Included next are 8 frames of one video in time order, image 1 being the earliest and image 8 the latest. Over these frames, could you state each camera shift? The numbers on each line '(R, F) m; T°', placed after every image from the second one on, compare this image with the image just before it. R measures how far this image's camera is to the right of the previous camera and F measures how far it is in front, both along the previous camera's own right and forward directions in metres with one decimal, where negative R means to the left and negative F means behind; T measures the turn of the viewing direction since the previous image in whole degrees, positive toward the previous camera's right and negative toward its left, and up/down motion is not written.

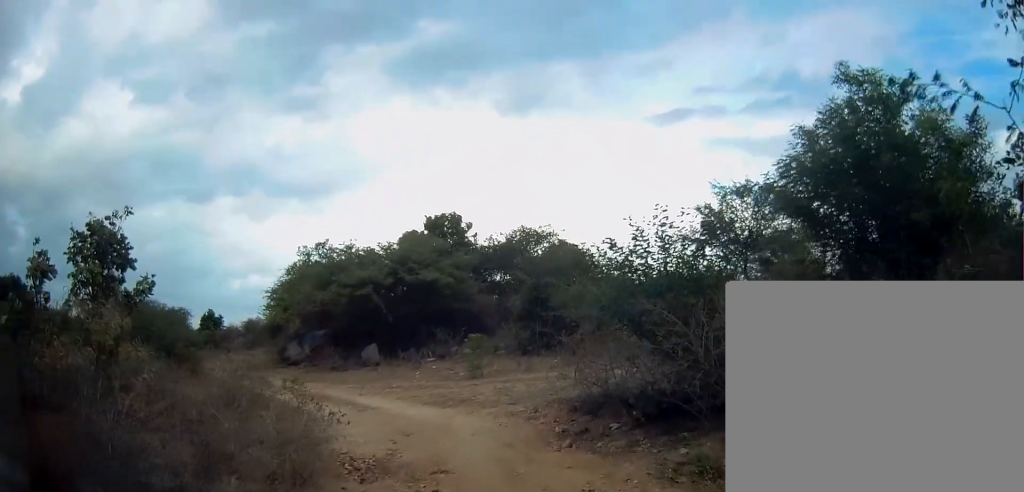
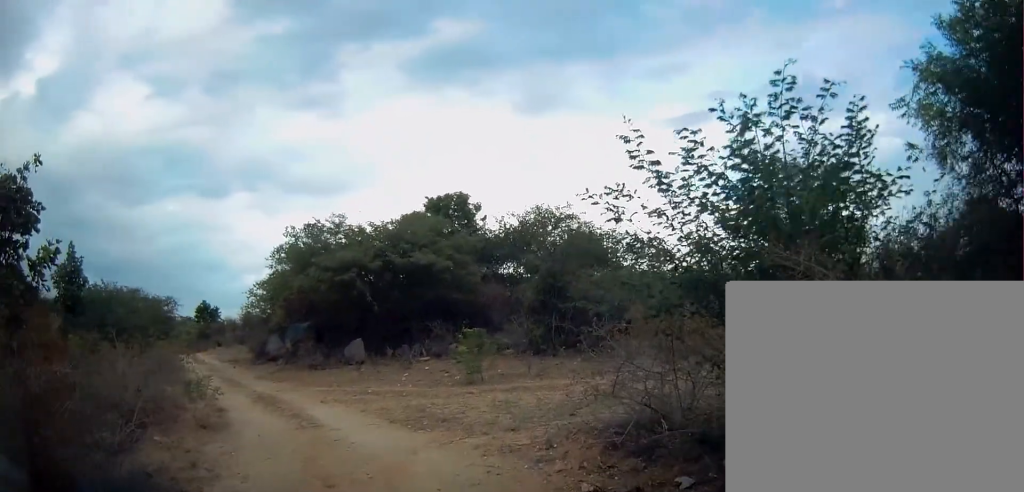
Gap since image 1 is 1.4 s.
(-0.1, +3.8) m; -8°
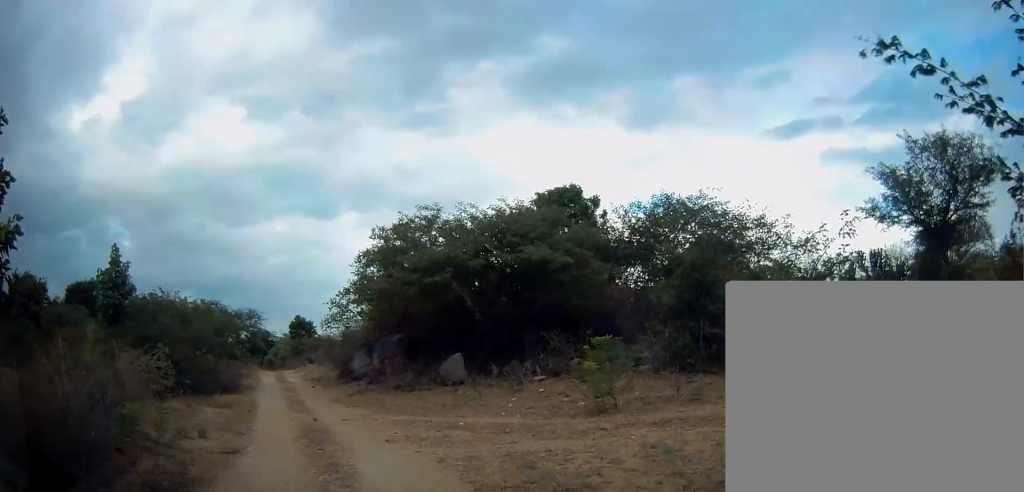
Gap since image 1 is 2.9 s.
(-0.4, +3.9) m; -14°
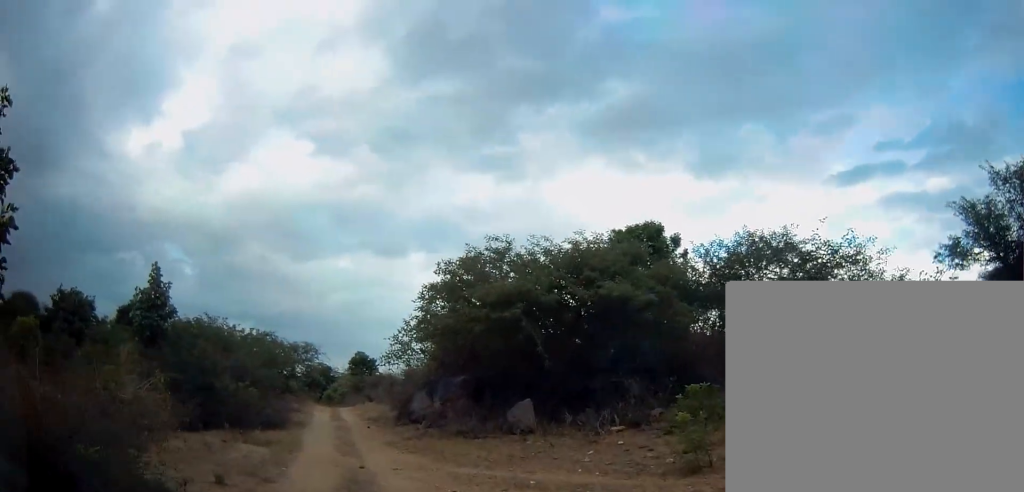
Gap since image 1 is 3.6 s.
(-0.1, +1.5) m; -6°
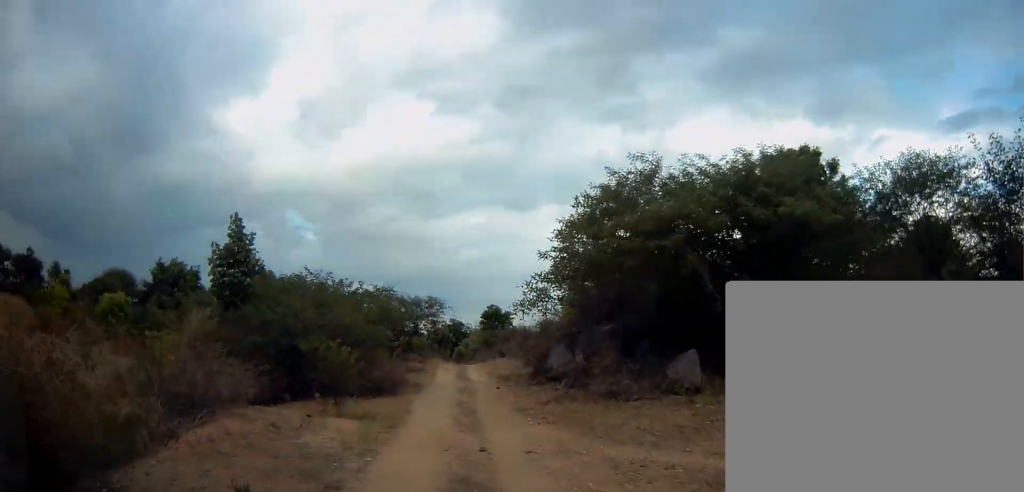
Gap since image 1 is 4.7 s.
(-0.3, +2.8) m; -6°
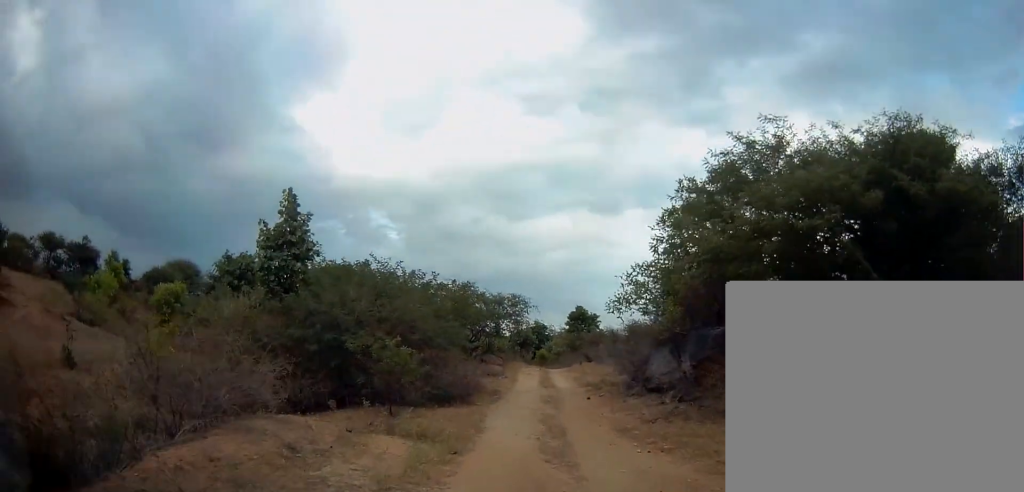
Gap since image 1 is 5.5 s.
(0.0, +2.5) m; -5°
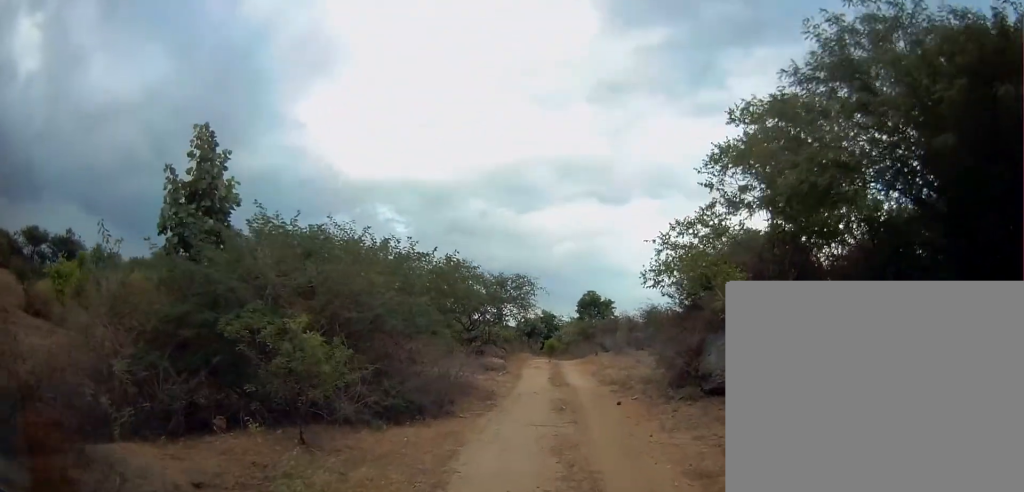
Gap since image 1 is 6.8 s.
(-0.4, +4.4) m; -5°
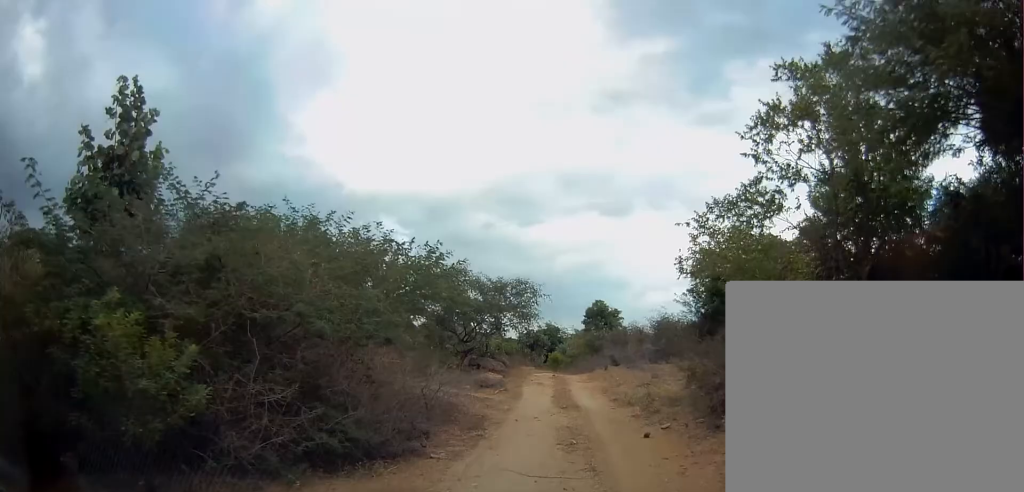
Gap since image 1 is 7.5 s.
(+0.1, +2.9) m; +2°
